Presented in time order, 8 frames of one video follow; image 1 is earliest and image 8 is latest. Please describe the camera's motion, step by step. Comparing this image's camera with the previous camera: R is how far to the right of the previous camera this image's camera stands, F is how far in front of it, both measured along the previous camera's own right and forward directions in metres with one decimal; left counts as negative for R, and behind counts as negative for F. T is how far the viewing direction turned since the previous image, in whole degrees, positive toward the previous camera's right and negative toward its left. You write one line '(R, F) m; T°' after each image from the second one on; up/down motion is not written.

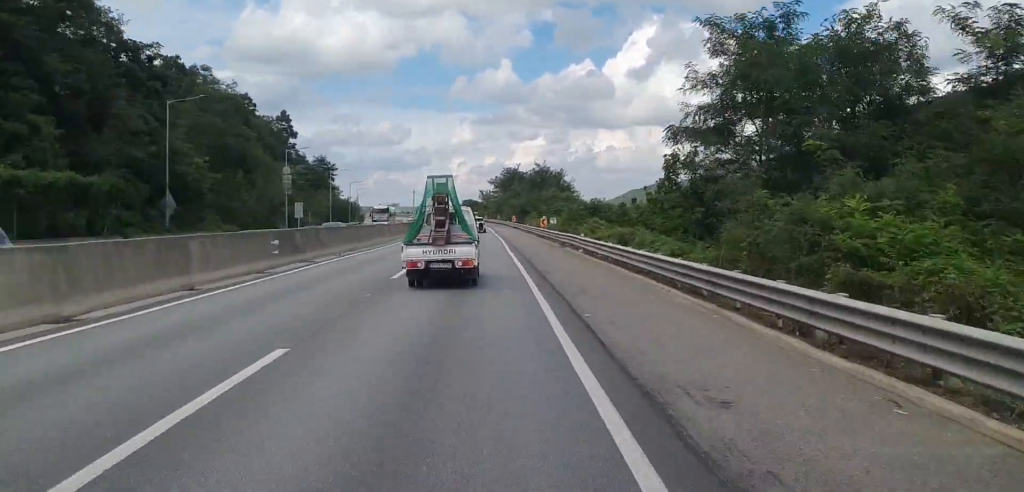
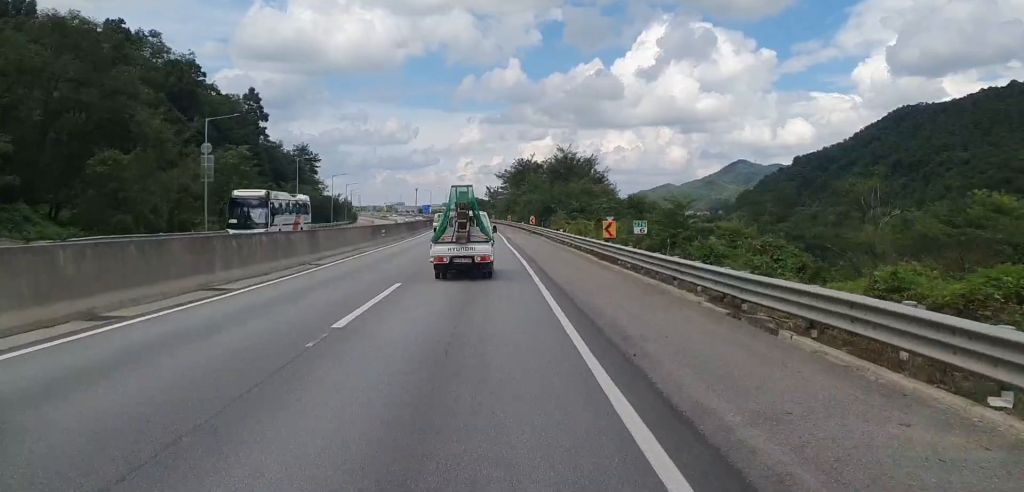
(-0.2, +28.5) m; -1°
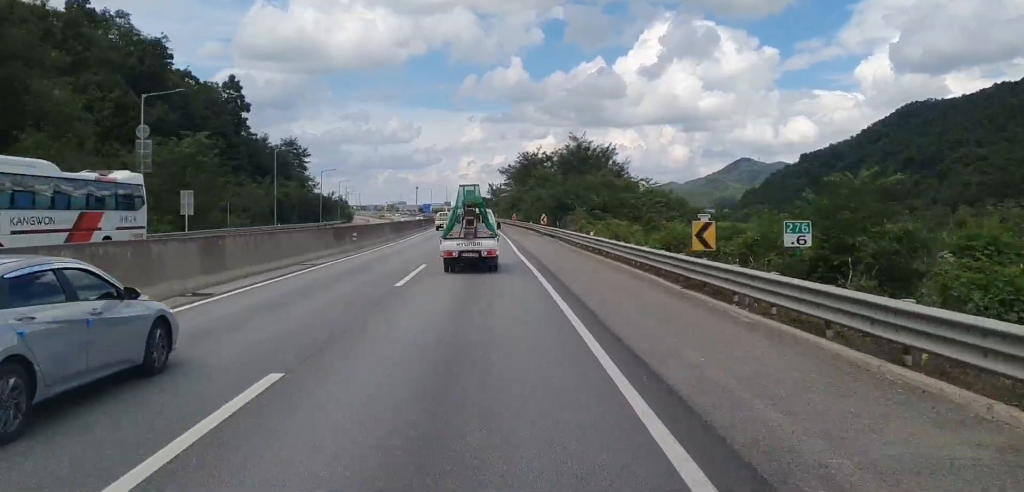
(0.0, +12.3) m; 0°
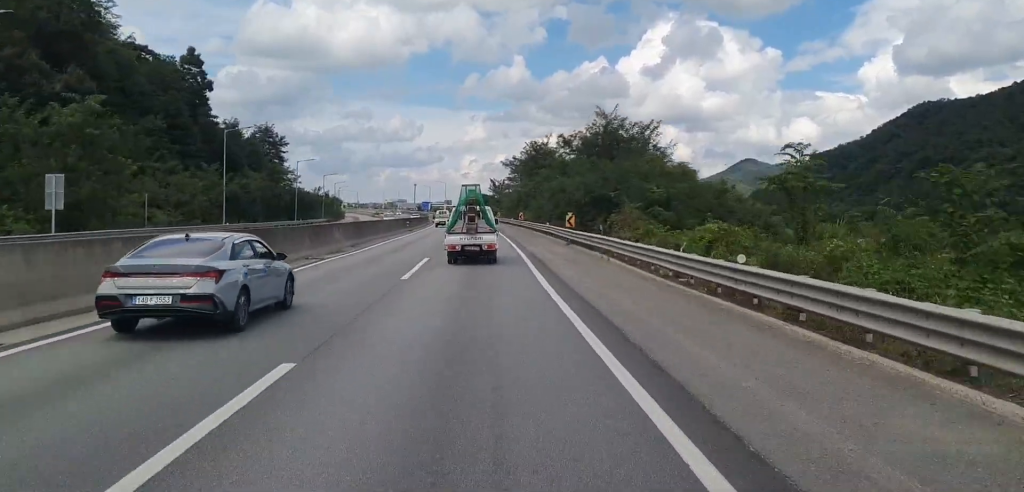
(0.0, +19.0) m; 0°
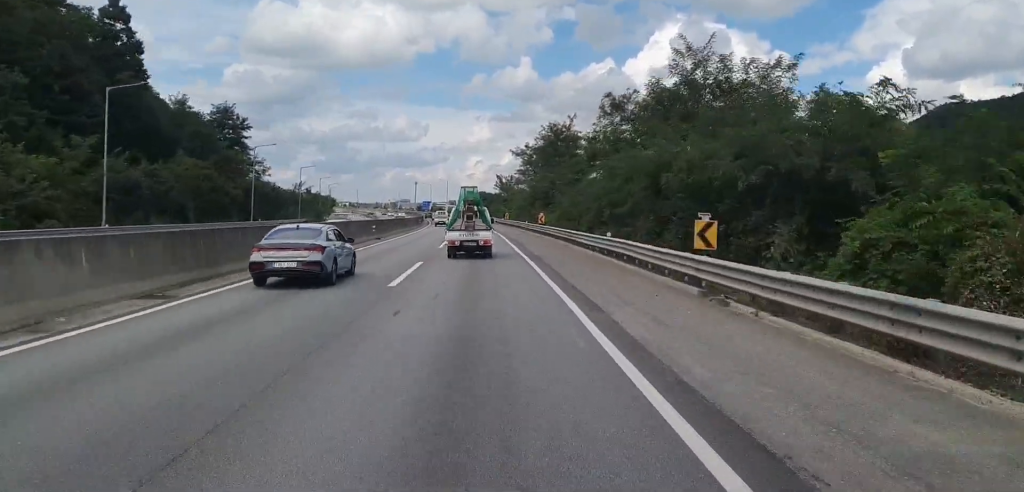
(-0.2, +25.3) m; -1°
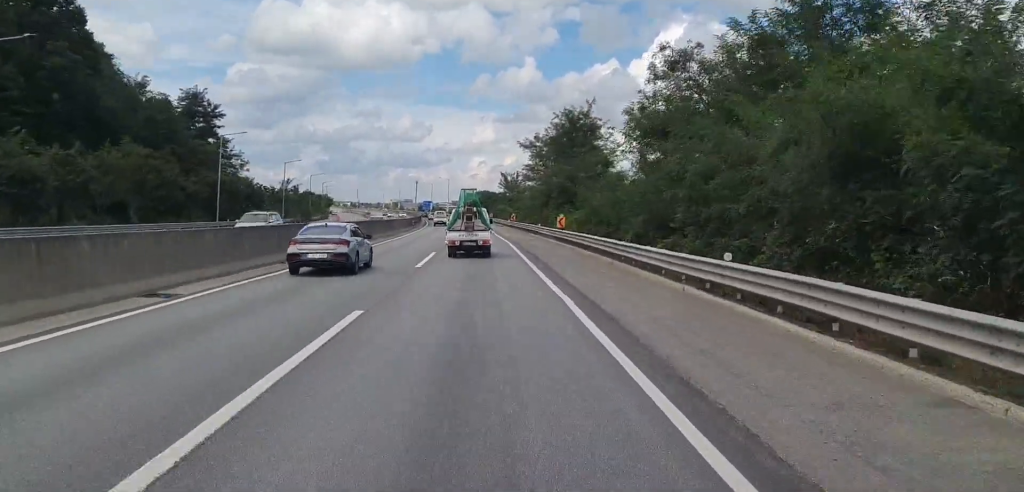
(-0.3, +13.5) m; 0°
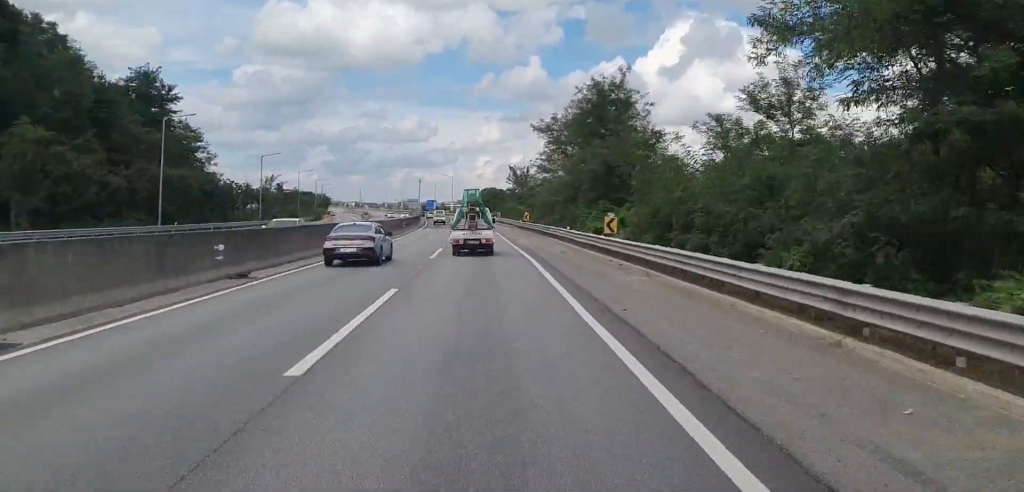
(+0.3, +16.7) m; 0°
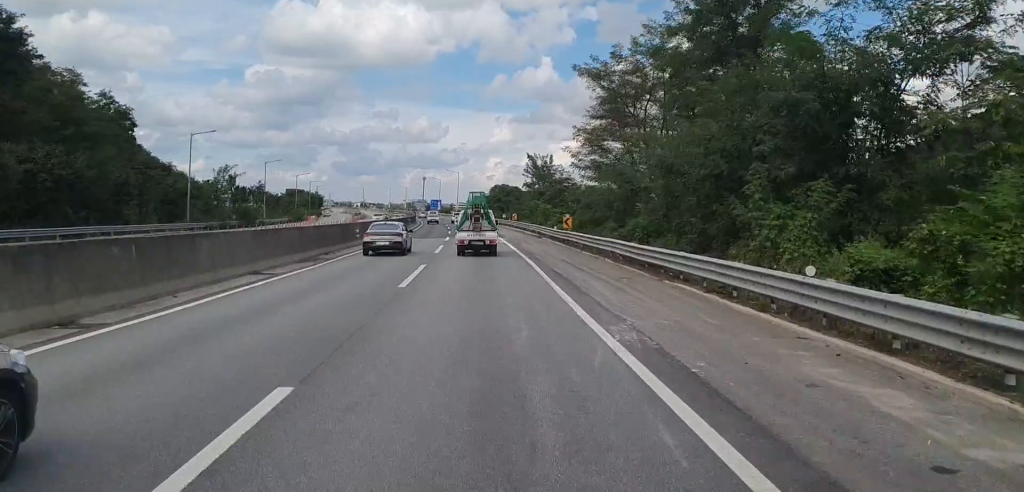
(-0.5, +30.7) m; -2°
